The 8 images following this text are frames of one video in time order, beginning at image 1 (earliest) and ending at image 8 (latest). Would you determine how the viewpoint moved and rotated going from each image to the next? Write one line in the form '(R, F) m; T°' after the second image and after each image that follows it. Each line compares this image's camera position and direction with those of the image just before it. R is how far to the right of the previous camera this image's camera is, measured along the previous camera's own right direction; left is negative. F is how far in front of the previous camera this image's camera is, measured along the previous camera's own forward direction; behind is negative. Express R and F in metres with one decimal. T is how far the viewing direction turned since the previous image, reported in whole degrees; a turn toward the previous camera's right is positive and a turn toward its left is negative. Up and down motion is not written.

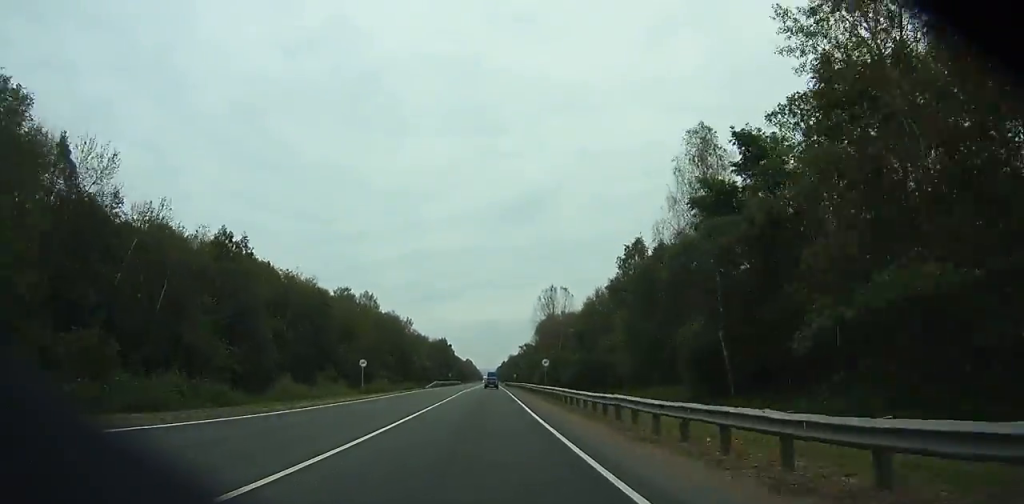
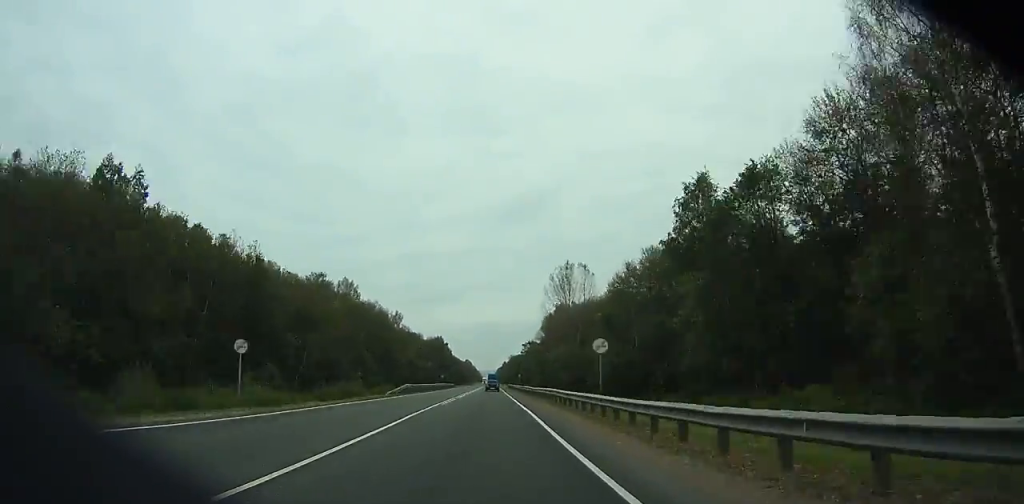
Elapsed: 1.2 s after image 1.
(+0.1, +28.2) m; 0°
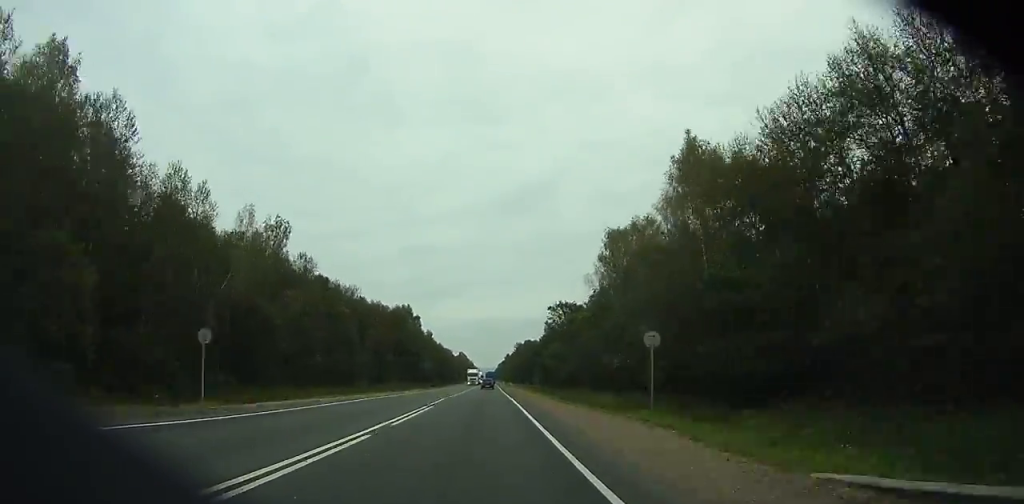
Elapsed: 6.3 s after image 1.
(0.0, +120.6) m; 0°
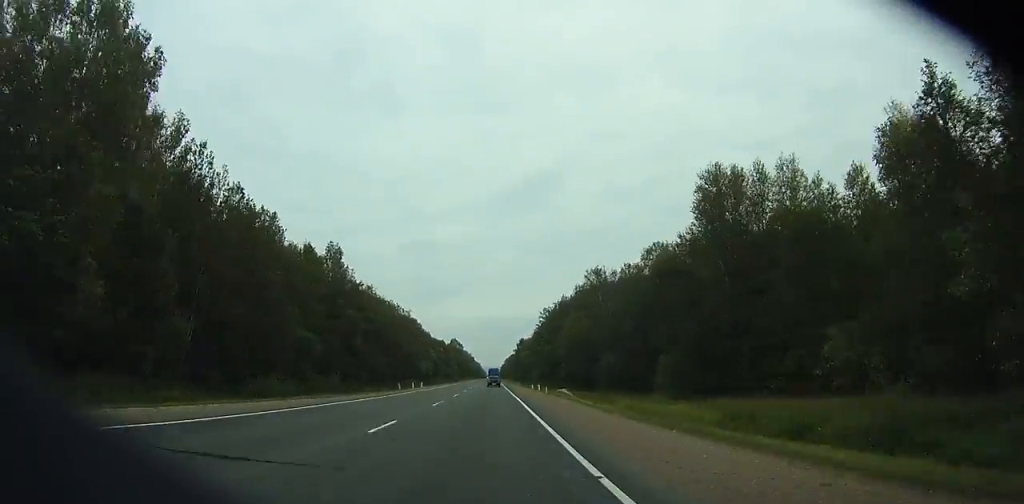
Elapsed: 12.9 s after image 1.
(-0.7, +159.6) m; -1°
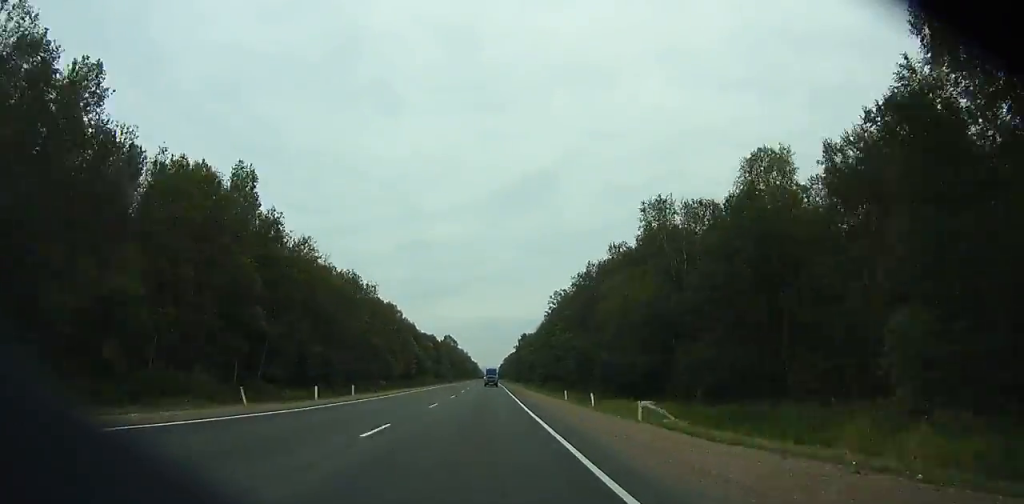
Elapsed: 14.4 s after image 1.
(-0.1, +36.7) m; 0°
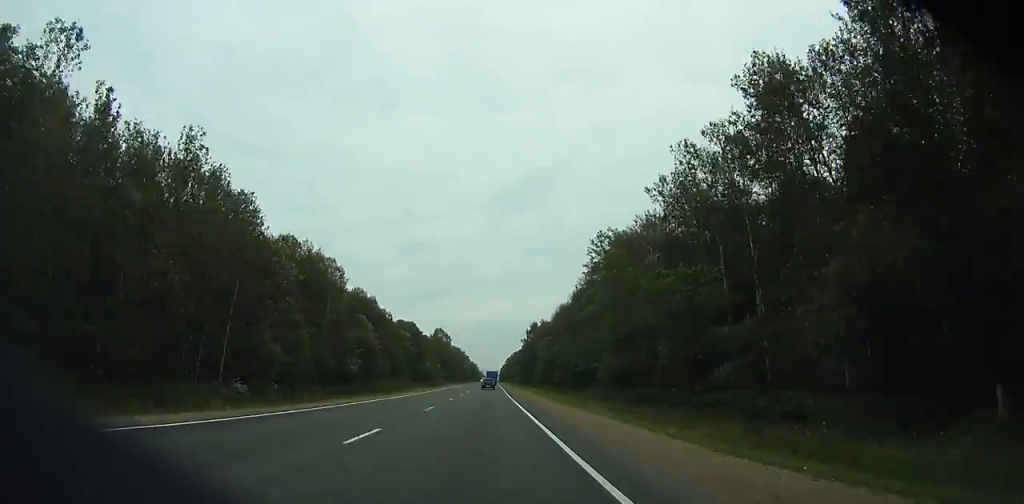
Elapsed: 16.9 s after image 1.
(-0.1, +61.0) m; 0°
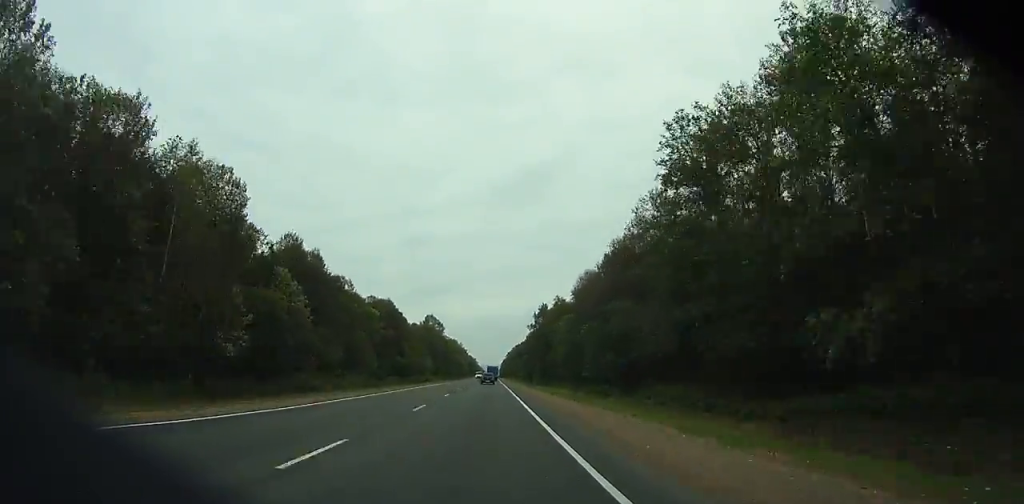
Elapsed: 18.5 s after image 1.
(-0.1, +39.0) m; 0°
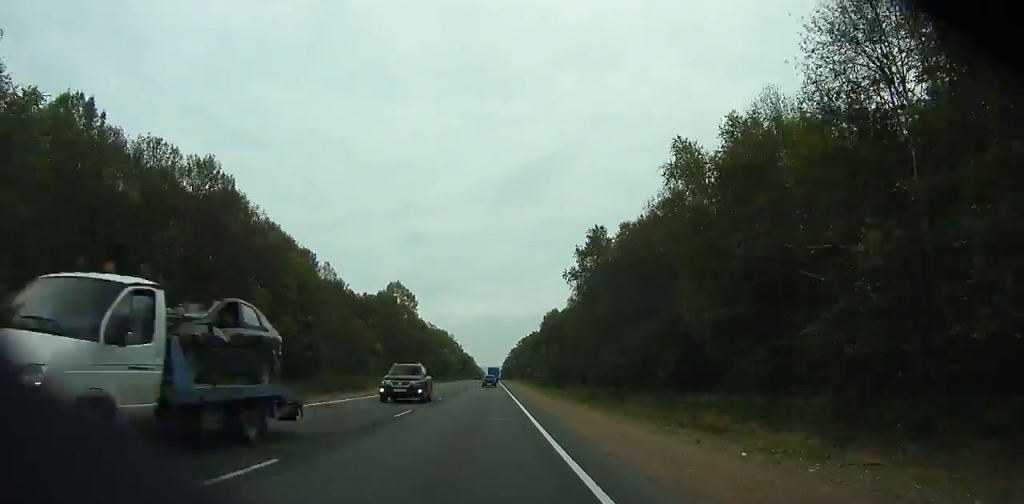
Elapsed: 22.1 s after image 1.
(+0.1, +87.1) m; 0°
